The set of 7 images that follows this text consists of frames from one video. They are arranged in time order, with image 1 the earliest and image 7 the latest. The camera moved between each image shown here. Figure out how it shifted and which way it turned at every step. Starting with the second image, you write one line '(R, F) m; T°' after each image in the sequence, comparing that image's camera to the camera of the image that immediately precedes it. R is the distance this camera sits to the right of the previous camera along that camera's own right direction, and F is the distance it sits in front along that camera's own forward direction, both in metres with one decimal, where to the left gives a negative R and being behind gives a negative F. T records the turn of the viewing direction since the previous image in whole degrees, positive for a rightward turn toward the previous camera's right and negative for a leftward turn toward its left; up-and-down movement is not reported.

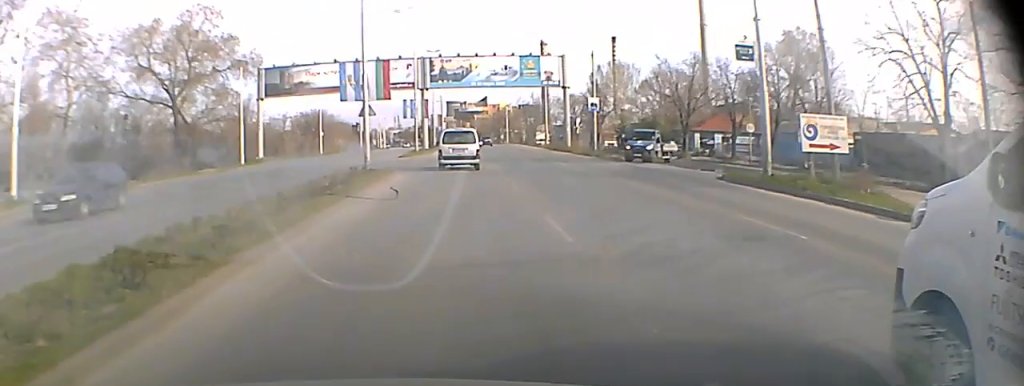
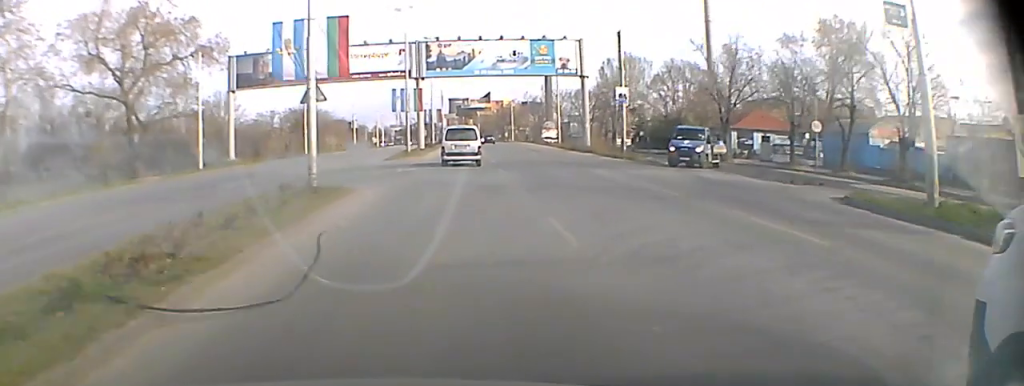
(0.0, +9.9) m; 0°
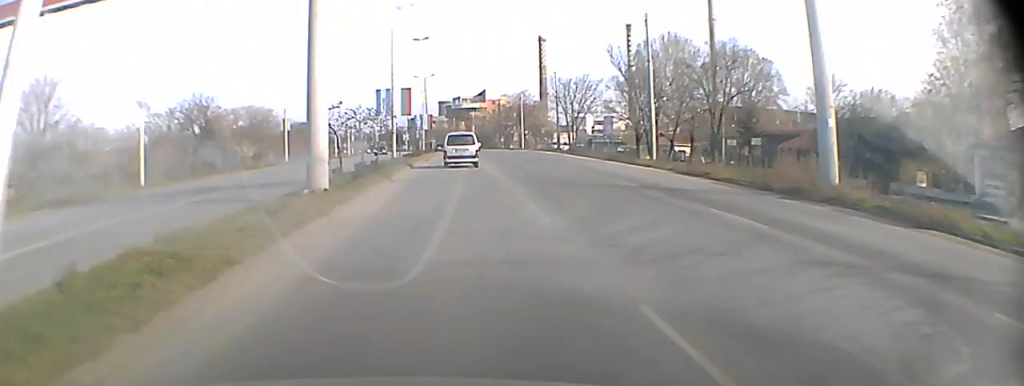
(-0.3, +41.6) m; 0°
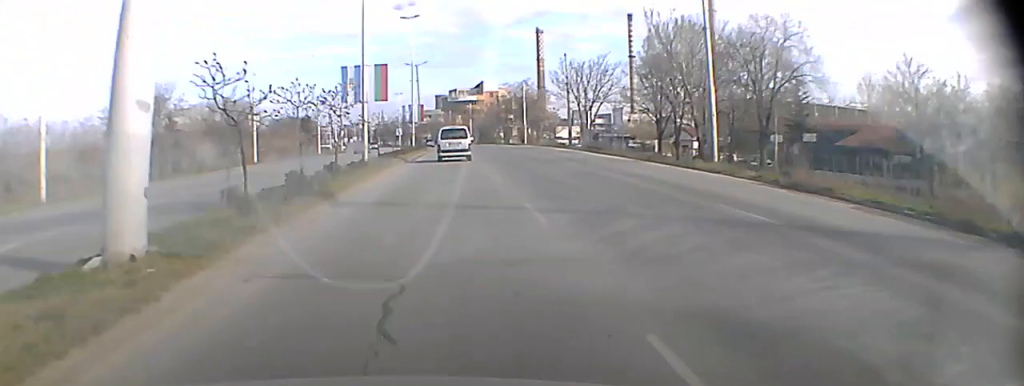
(+0.1, +10.3) m; 0°
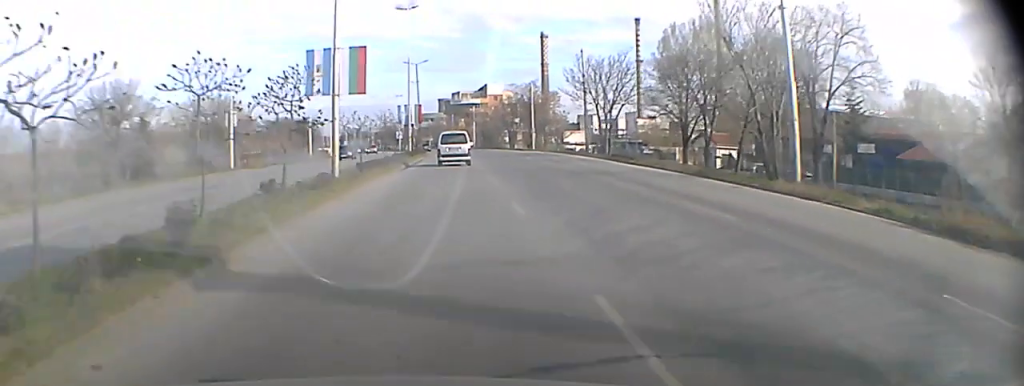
(0.0, +7.4) m; 0°
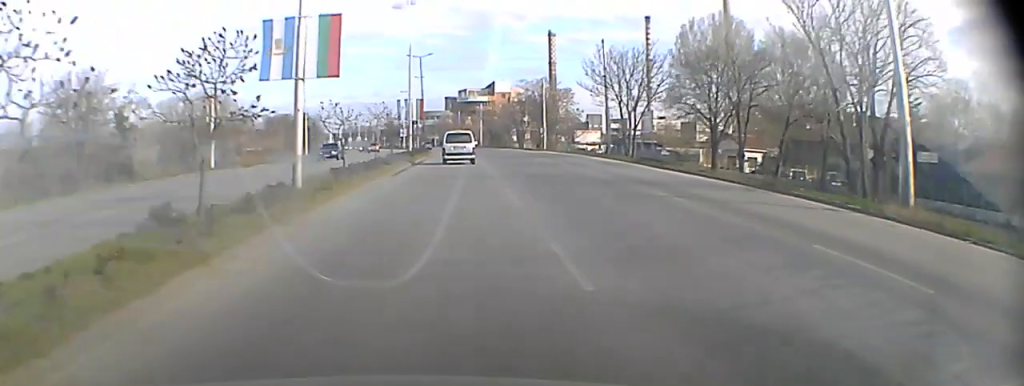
(0.0, +5.9) m; 0°
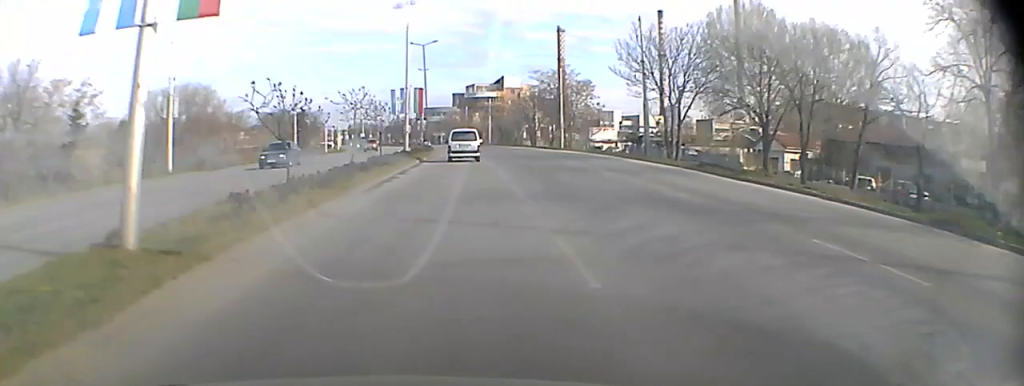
(0.0, +9.0) m; 0°
